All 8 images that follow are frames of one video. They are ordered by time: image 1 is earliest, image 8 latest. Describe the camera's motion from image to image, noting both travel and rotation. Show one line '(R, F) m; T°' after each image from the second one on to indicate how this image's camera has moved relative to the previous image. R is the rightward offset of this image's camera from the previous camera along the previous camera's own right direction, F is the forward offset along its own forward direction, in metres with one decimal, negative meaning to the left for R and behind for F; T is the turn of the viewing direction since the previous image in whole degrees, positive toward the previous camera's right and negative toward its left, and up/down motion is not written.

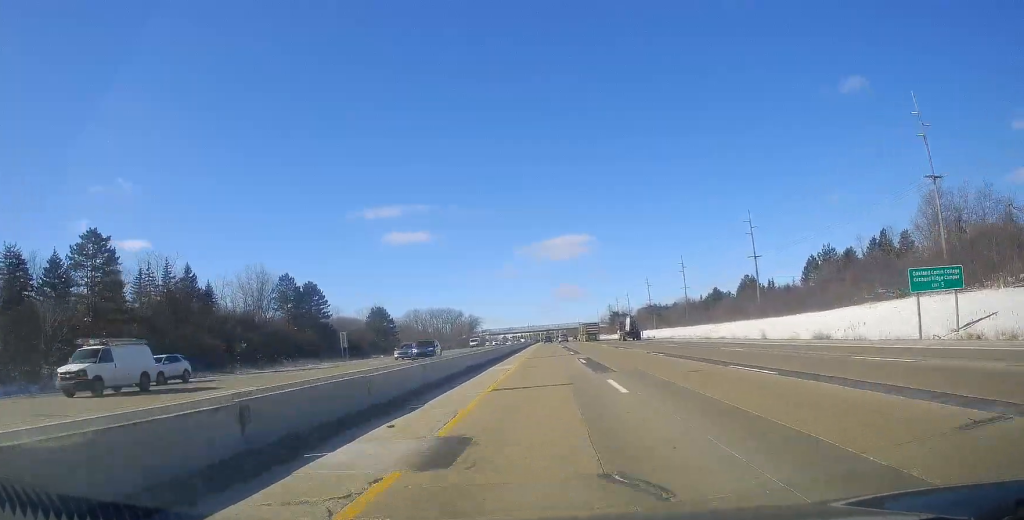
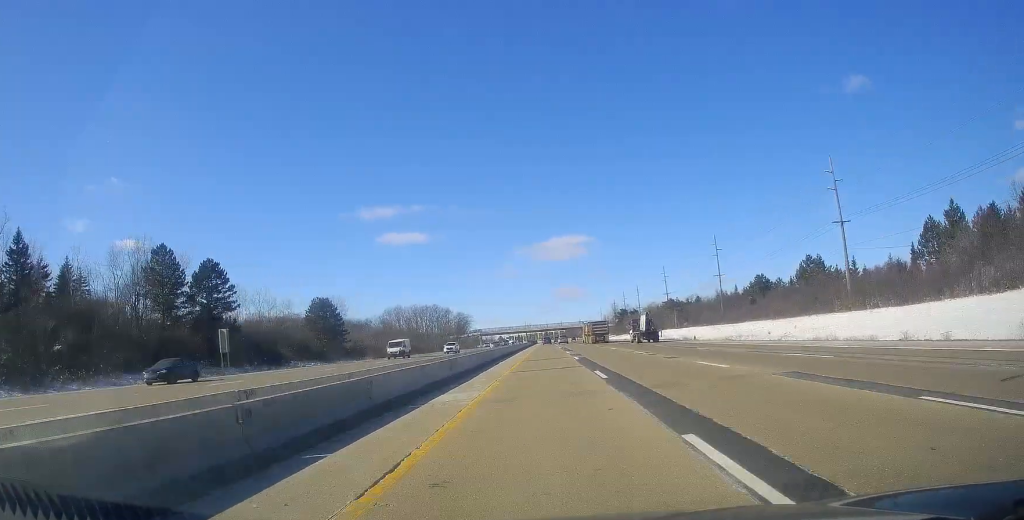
(-0.4, +42.3) m; 0°
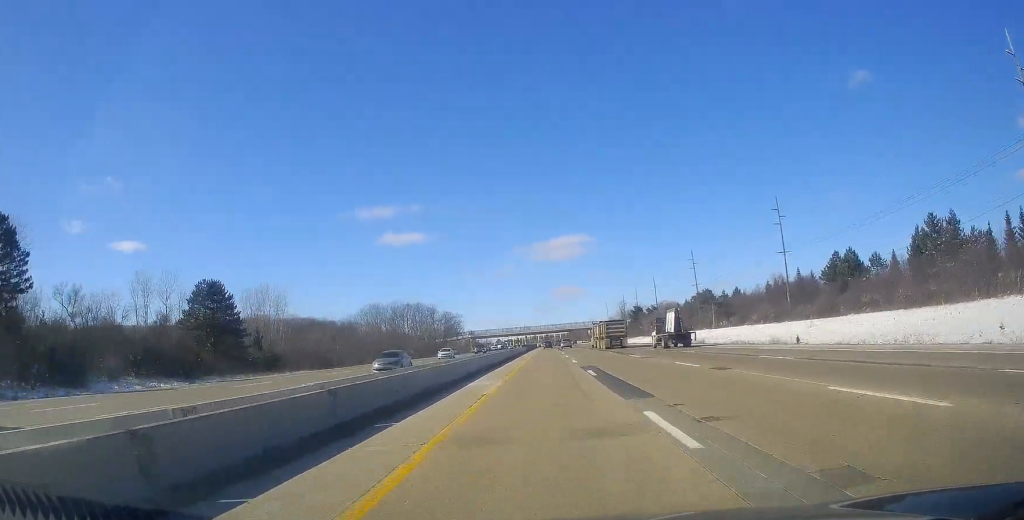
(+0.3, +43.7) m; +1°
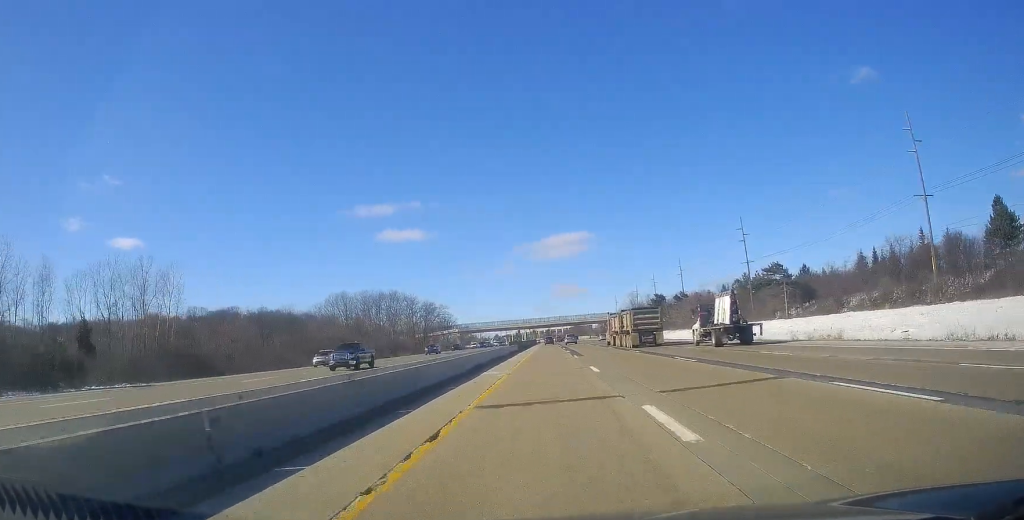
(+0.1, +45.9) m; 0°
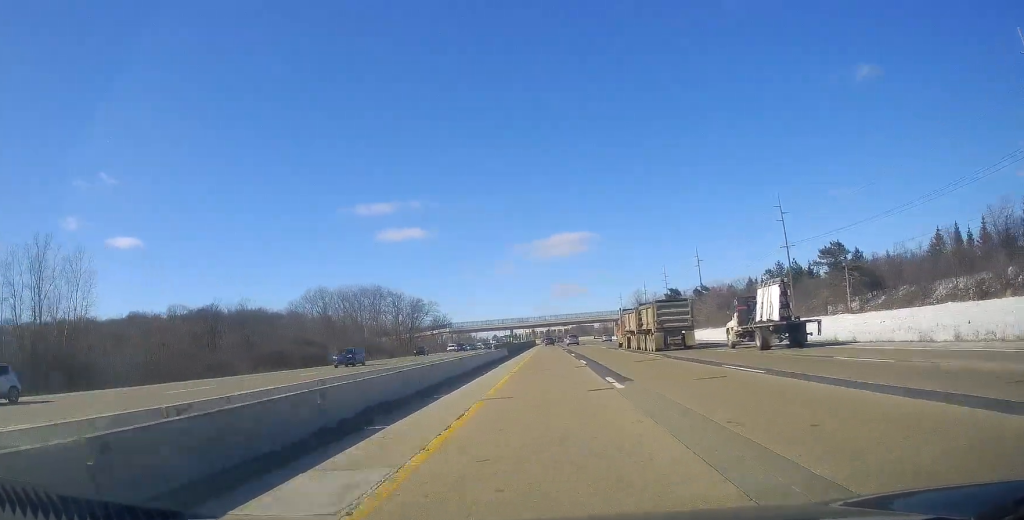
(+0.1, +22.7) m; 0°
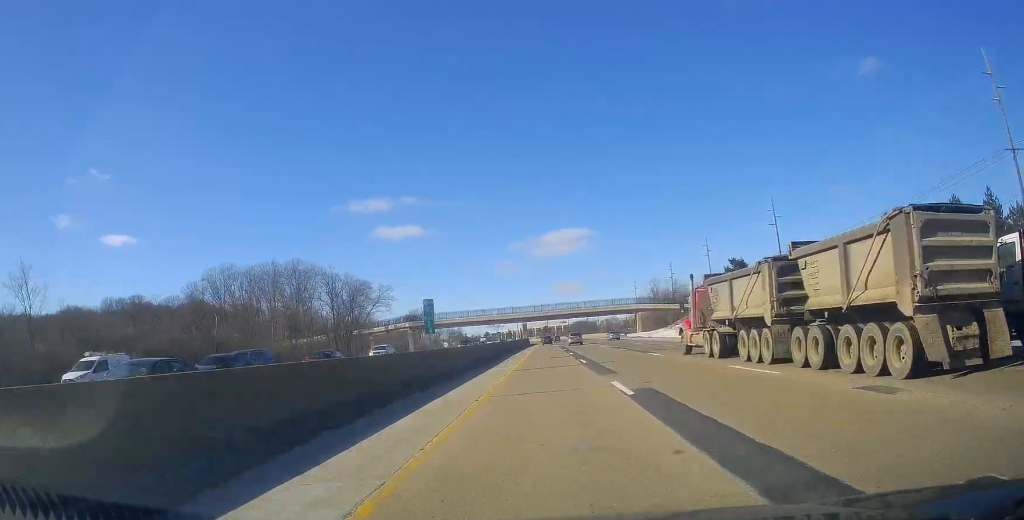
(-0.3, +60.7) m; +1°
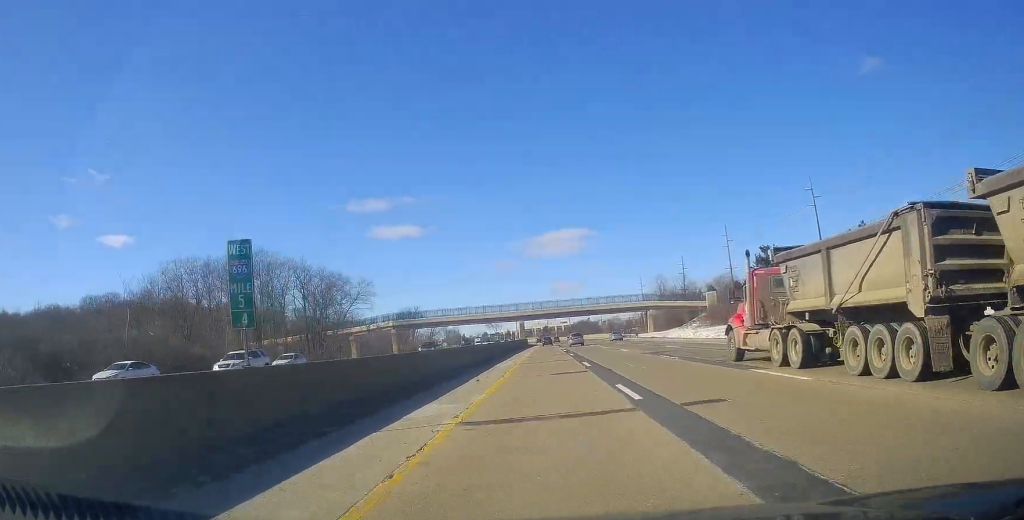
(0.0, +17.0) m; +1°
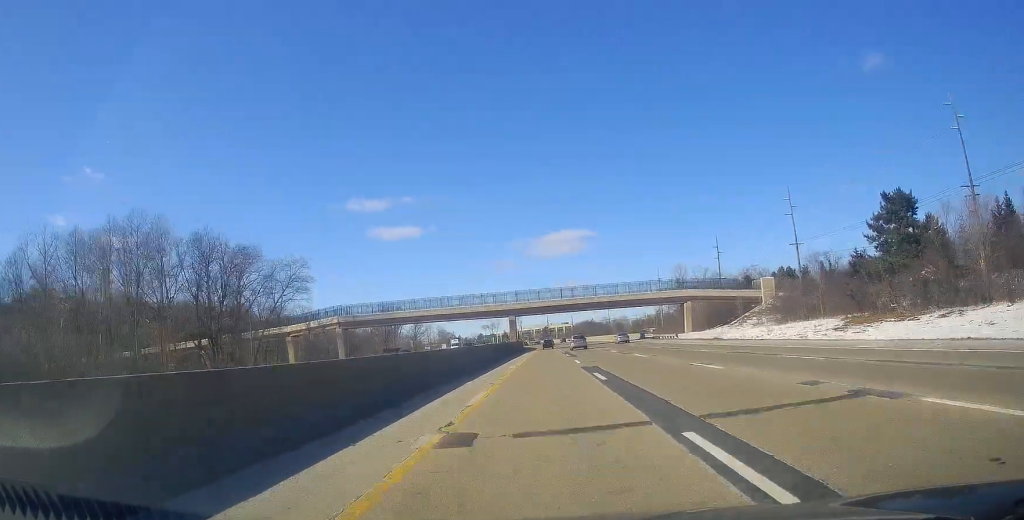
(+0.4, +35.9) m; 0°
